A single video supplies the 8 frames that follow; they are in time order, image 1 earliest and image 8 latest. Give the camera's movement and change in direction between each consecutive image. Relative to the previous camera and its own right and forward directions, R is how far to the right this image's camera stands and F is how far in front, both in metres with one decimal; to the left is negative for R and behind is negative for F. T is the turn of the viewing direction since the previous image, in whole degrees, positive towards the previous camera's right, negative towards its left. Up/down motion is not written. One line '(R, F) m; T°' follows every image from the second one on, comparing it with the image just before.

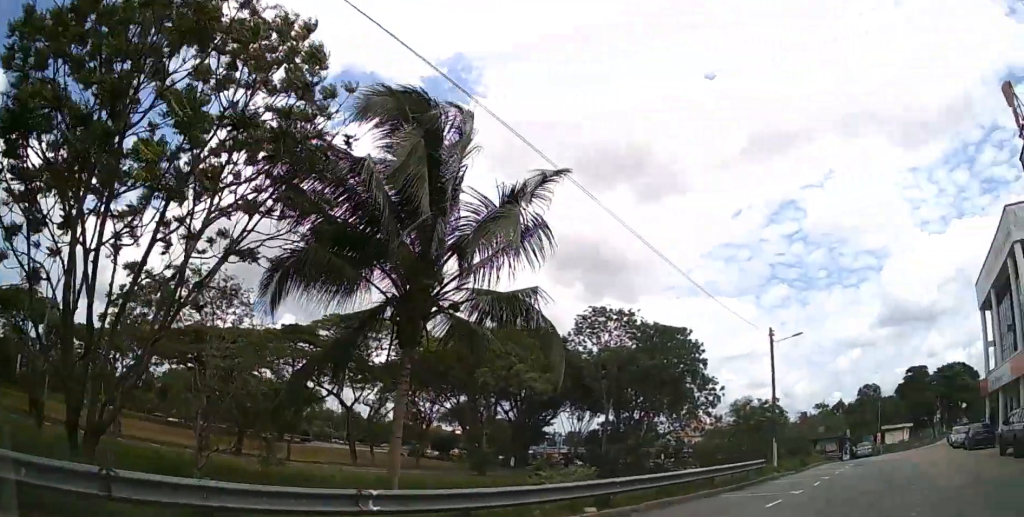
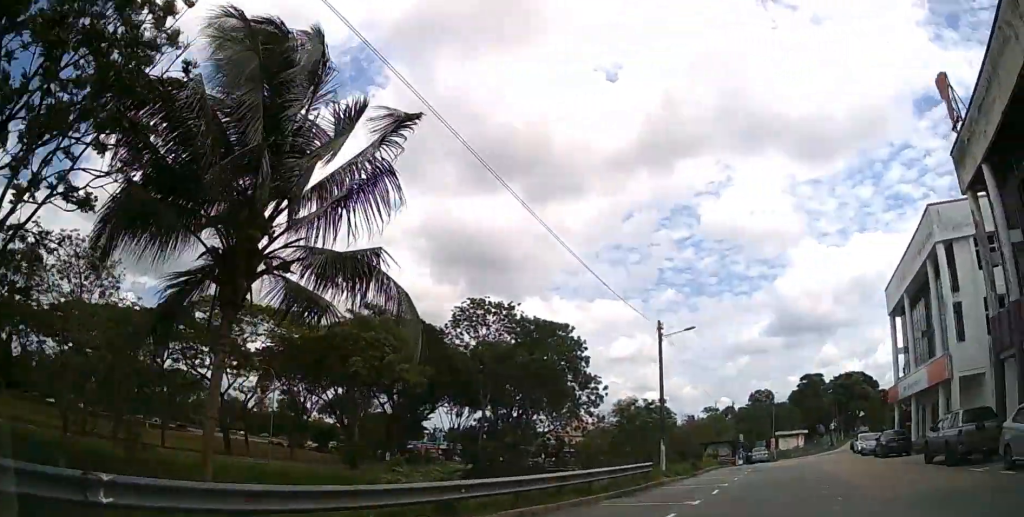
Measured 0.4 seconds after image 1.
(+0.2, +1.7) m; +9°
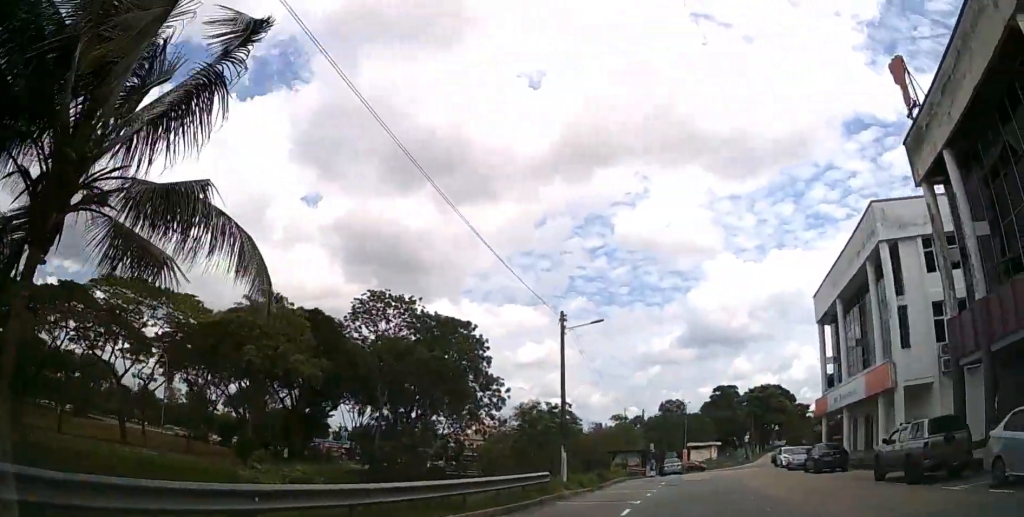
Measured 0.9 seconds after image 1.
(+0.2, +2.2) m; +7°
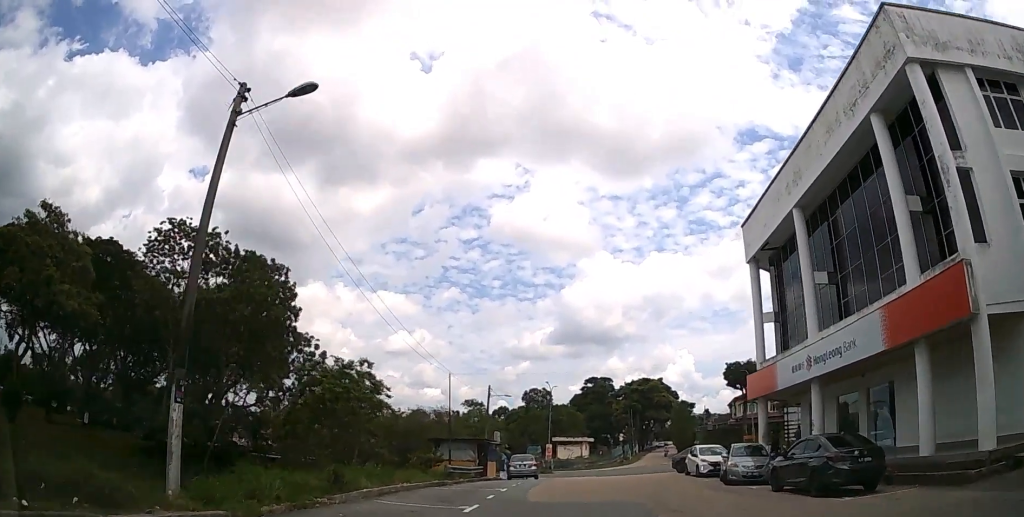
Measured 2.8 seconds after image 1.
(+2.4, +13.1) m; +14°
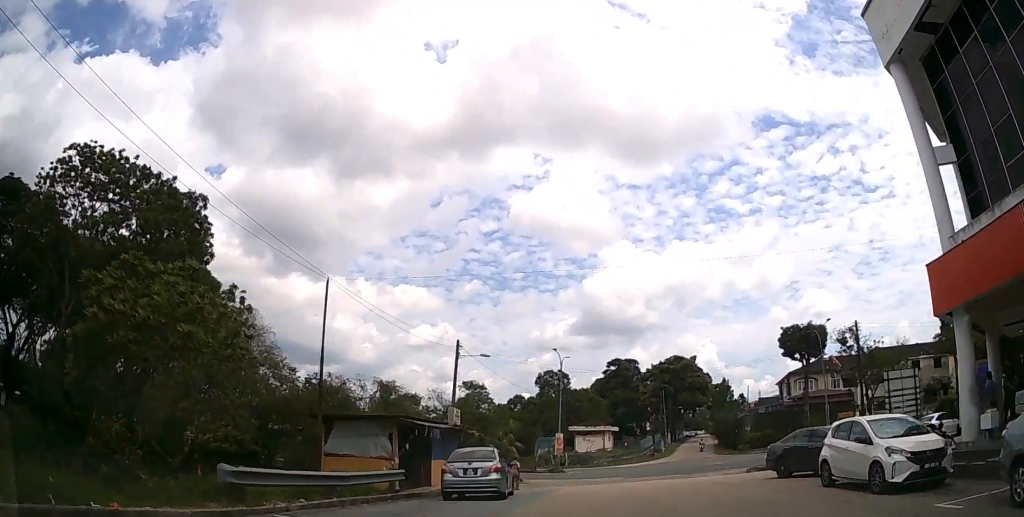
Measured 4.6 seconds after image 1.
(+0.3, +16.4) m; +1°
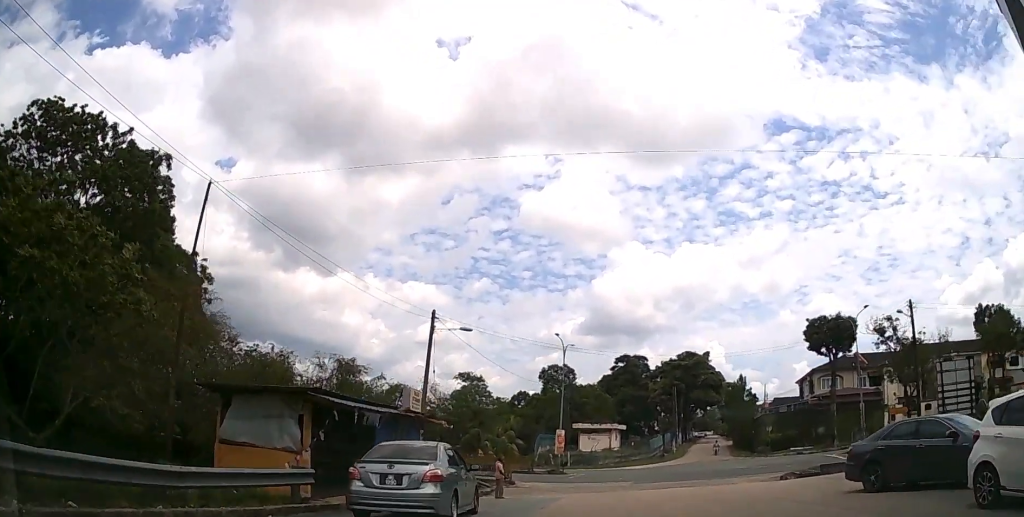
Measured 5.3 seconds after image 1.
(0.0, +6.0) m; -1°
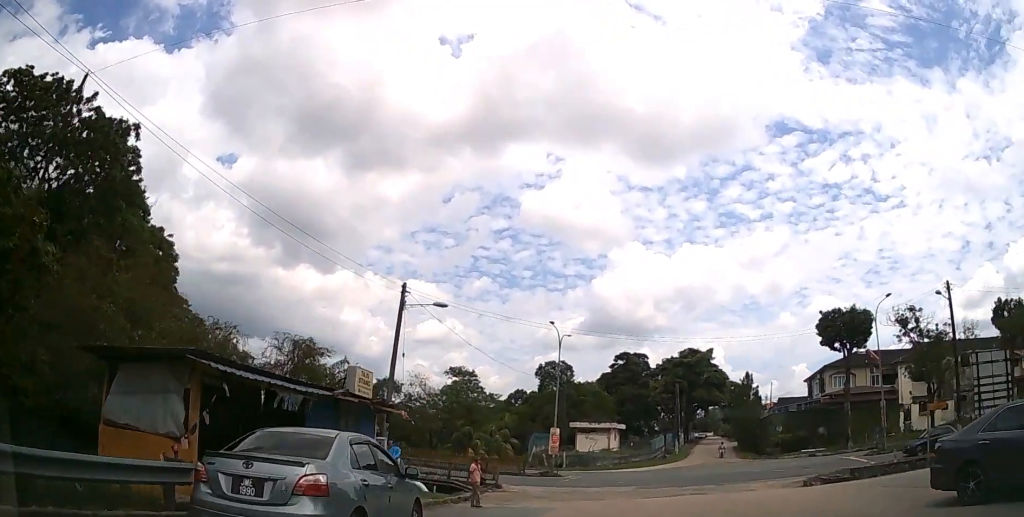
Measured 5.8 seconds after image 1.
(0.0, +3.8) m; 0°
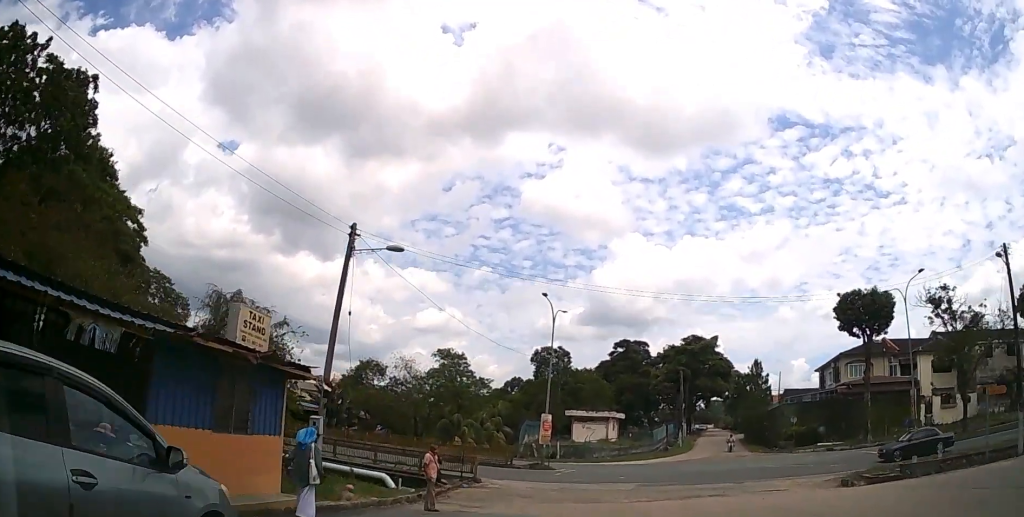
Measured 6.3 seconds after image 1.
(0.0, +4.5) m; 0°
